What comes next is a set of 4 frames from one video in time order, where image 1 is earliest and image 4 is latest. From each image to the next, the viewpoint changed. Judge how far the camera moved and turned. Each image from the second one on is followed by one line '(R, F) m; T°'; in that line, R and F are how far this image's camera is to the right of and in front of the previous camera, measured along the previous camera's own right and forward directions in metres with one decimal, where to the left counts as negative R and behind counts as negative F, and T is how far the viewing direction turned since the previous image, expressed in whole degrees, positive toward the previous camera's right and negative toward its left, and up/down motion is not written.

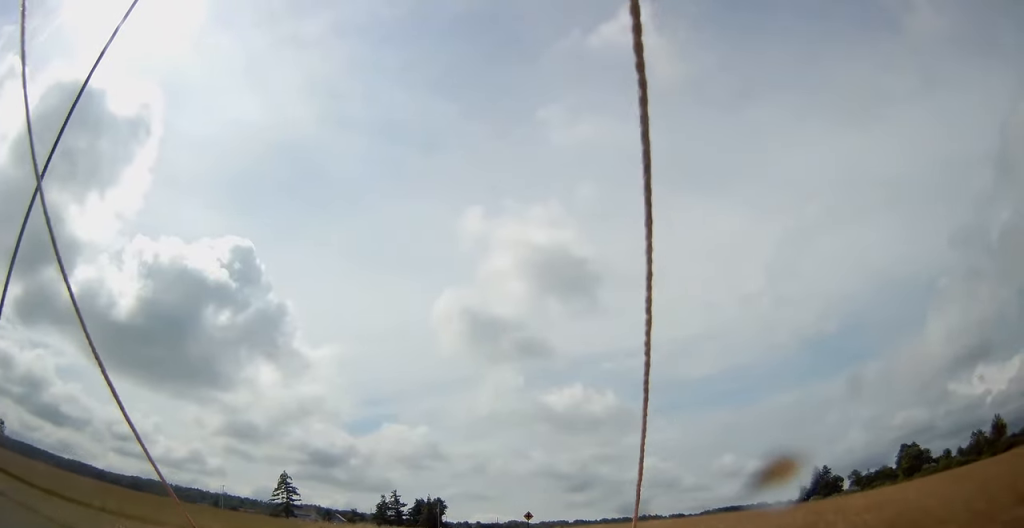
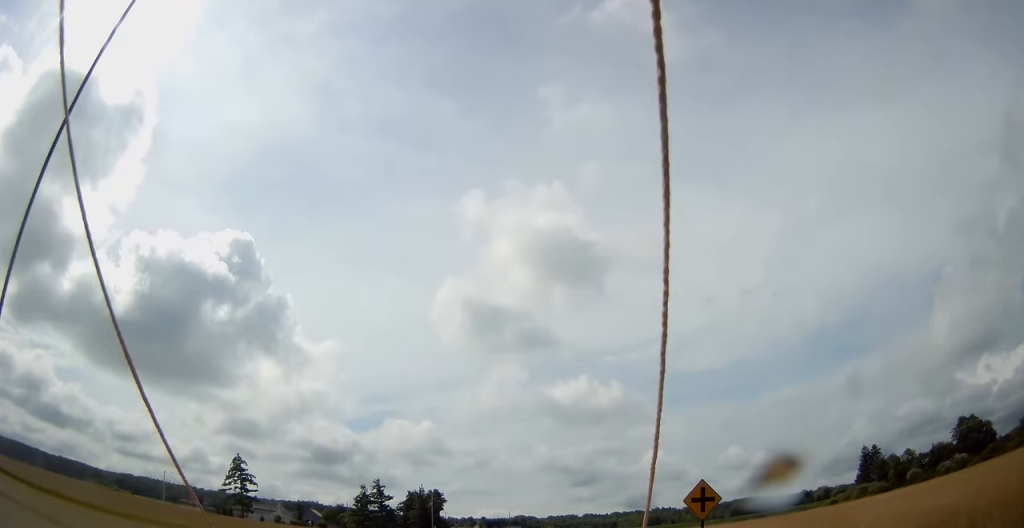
(-0.6, +45.2) m; -1°
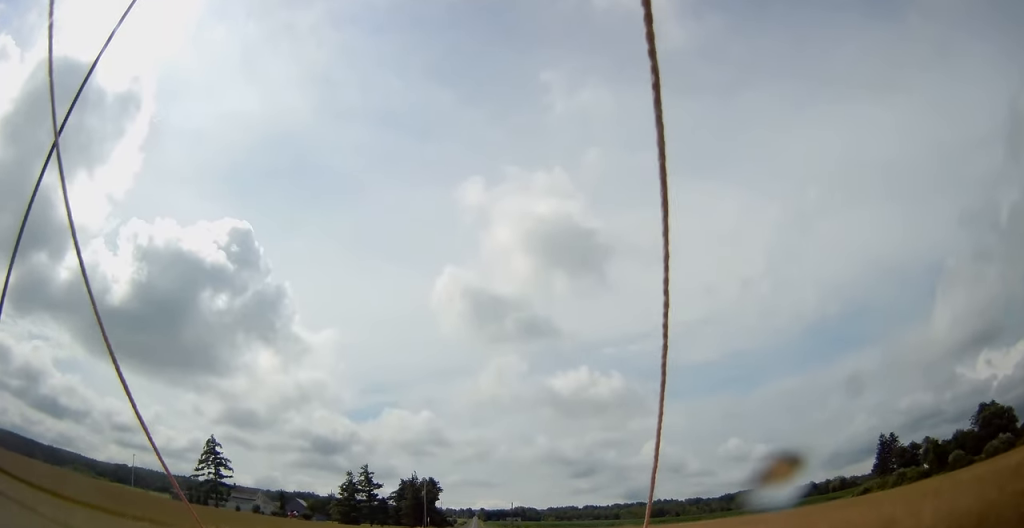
(+0.1, +16.4) m; 0°
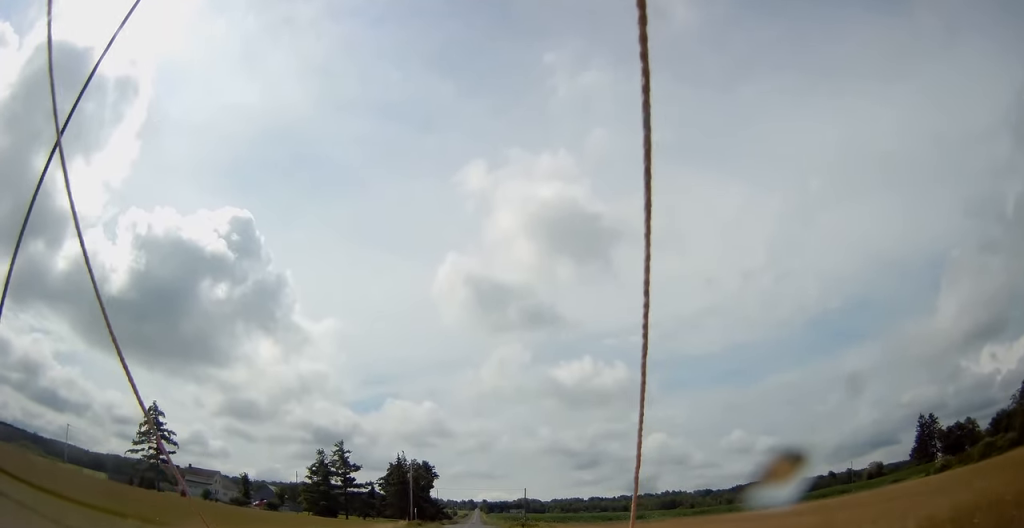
(-0.1, +30.0) m; 0°
